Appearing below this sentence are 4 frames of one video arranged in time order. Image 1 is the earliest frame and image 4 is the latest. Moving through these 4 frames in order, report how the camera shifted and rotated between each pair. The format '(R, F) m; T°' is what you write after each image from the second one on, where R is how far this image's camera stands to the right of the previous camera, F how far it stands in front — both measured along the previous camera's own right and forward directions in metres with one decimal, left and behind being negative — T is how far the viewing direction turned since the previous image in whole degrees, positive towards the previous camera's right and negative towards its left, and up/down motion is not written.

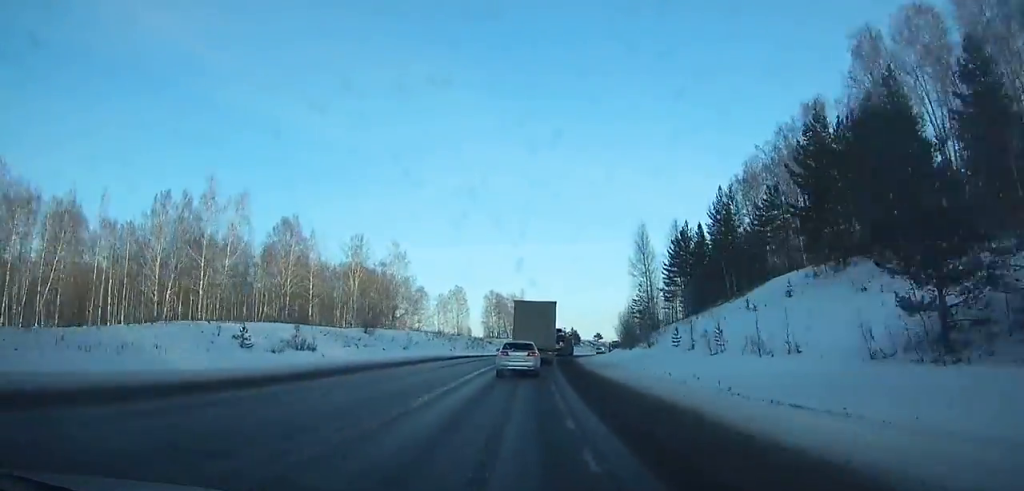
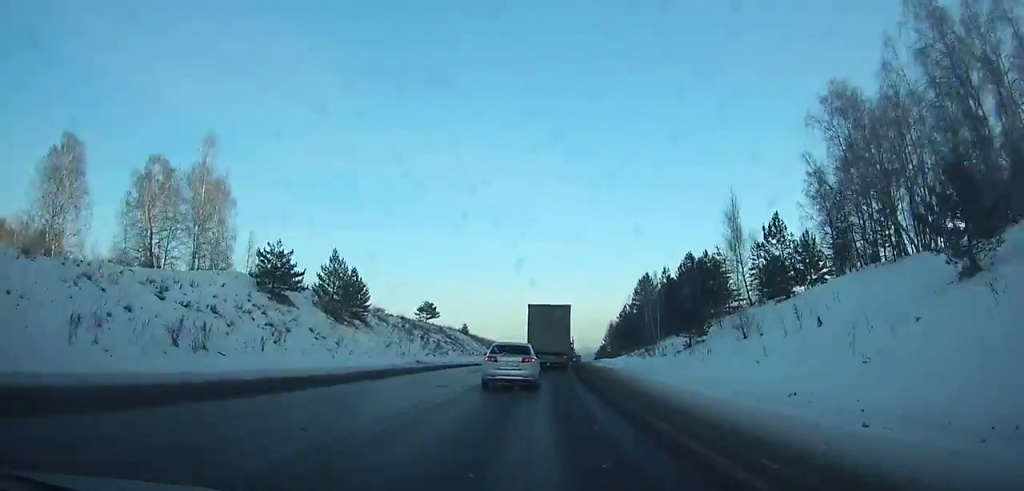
(+19.7, +143.5) m; +16°
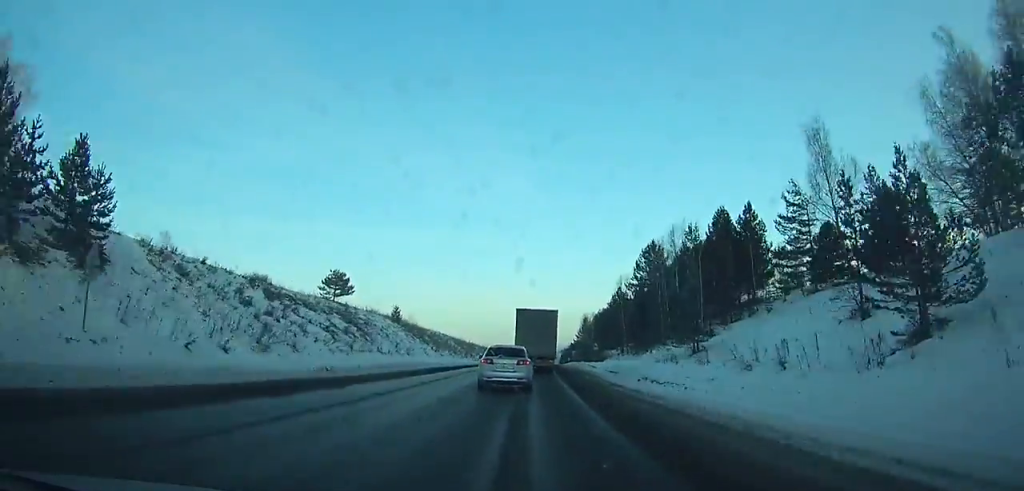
(+1.3, +35.3) m; +3°
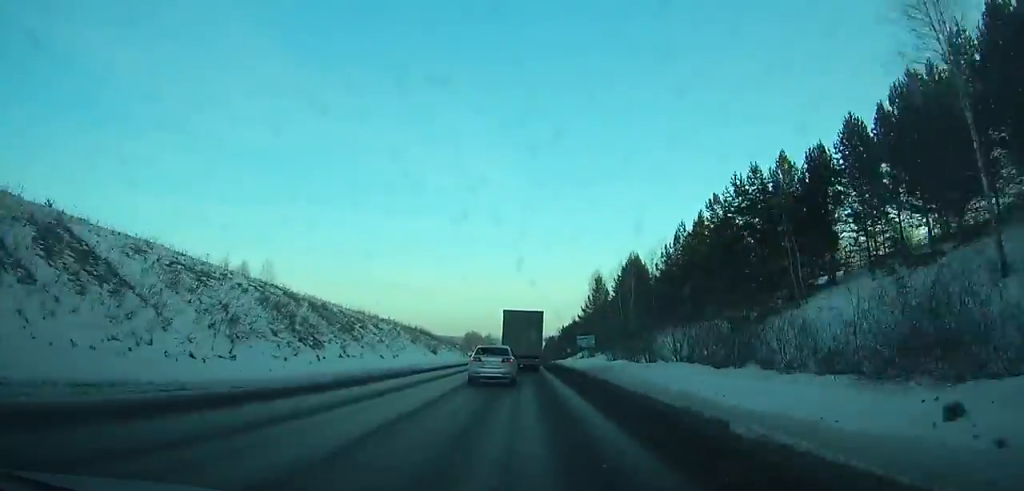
(+1.2, +88.1) m; 0°
